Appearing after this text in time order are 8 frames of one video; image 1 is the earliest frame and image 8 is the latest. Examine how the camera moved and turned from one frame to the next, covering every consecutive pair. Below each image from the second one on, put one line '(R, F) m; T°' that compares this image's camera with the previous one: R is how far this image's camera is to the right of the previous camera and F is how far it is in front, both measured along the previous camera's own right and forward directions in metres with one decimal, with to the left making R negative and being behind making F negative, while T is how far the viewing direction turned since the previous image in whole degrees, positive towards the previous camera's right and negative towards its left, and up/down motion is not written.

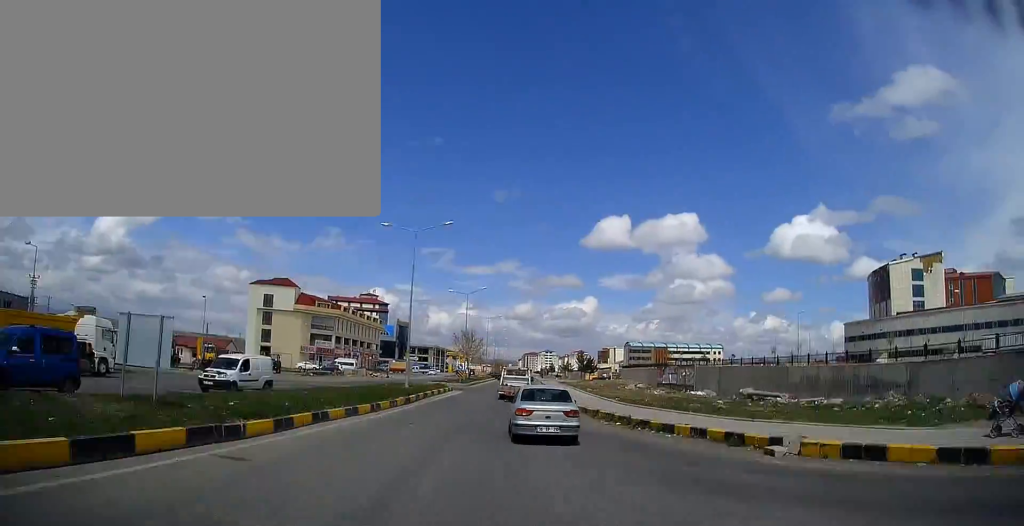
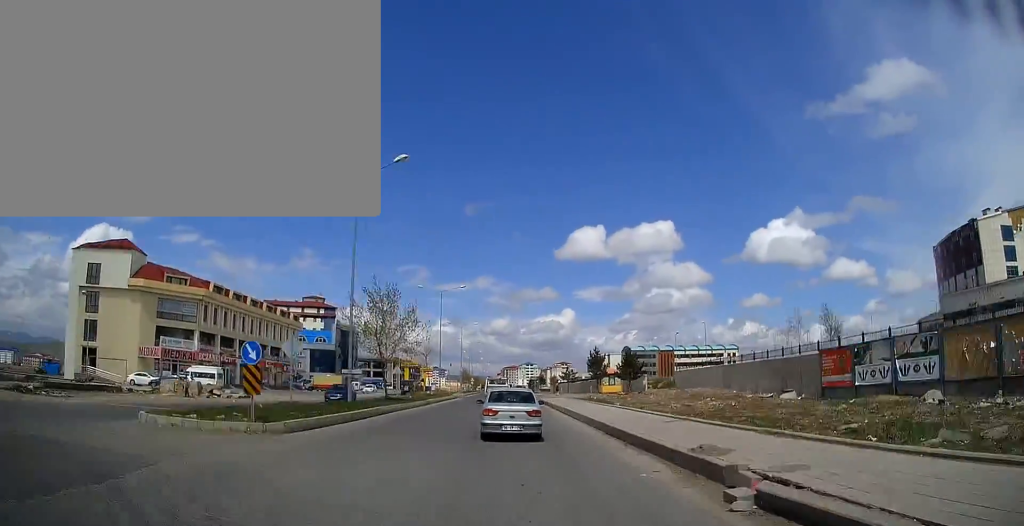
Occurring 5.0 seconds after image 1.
(0.0, +49.3) m; 0°
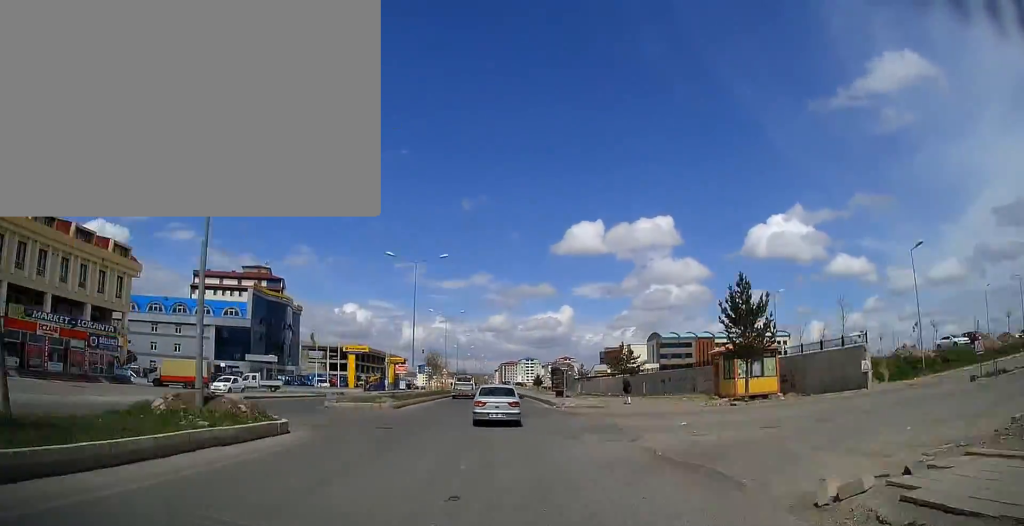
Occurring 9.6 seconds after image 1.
(+0.6, +54.2) m; 0°
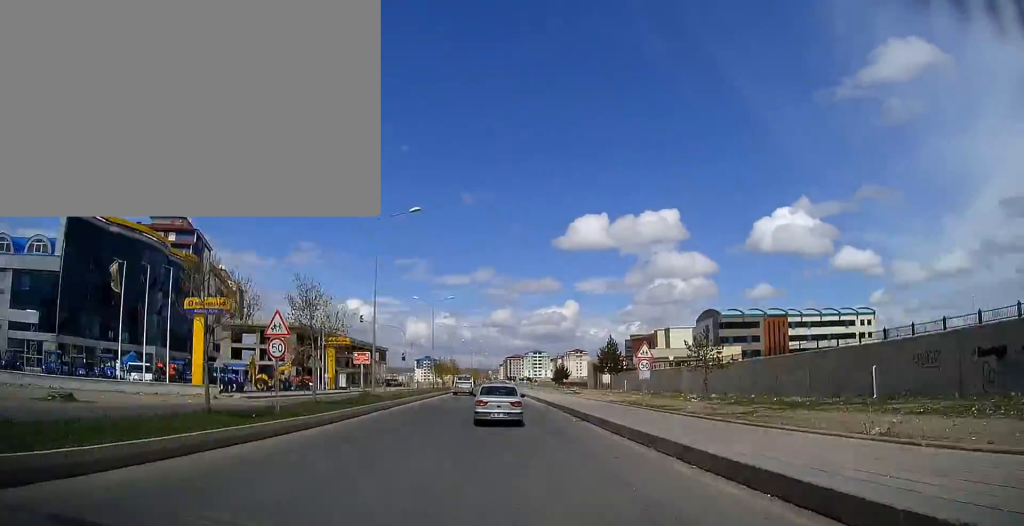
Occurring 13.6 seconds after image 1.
(-0.5, +52.3) m; -1°
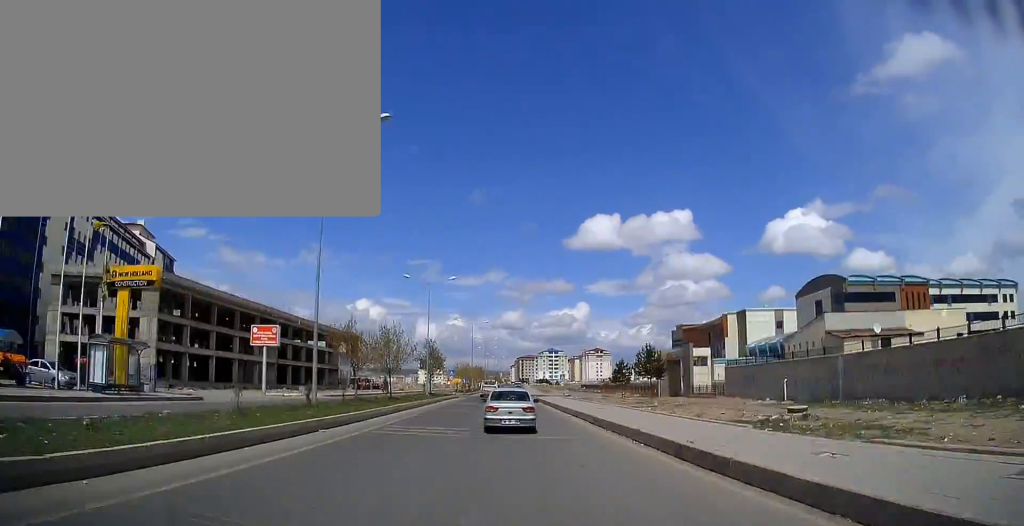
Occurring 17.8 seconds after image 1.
(-0.6, +58.7) m; -1°
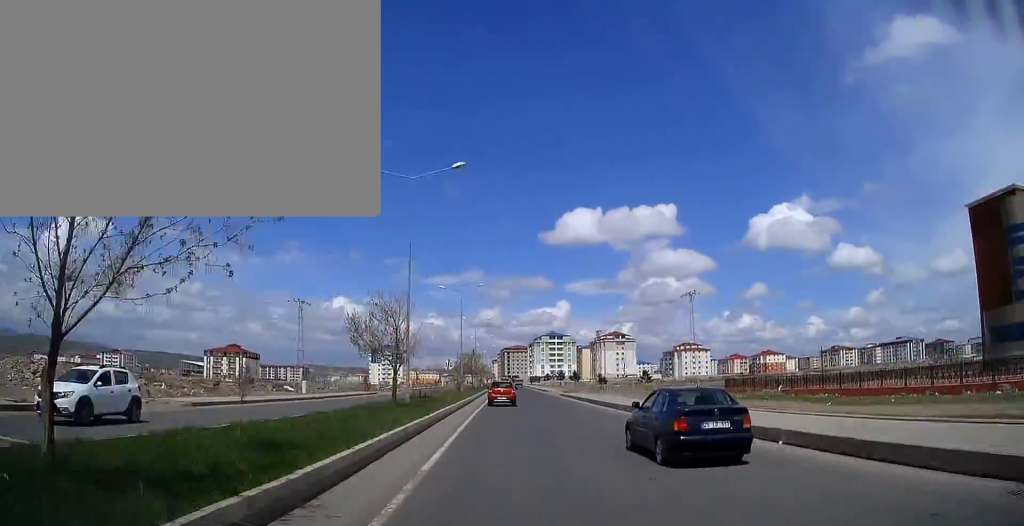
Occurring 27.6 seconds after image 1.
(+2.8, +156.9) m; +2°
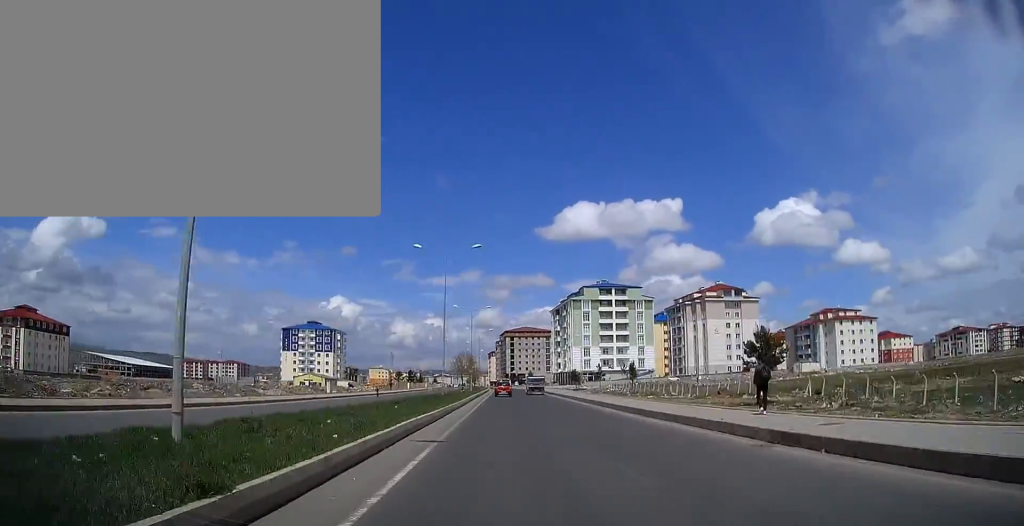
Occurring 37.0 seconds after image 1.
(+0.6, +170.9) m; -1°
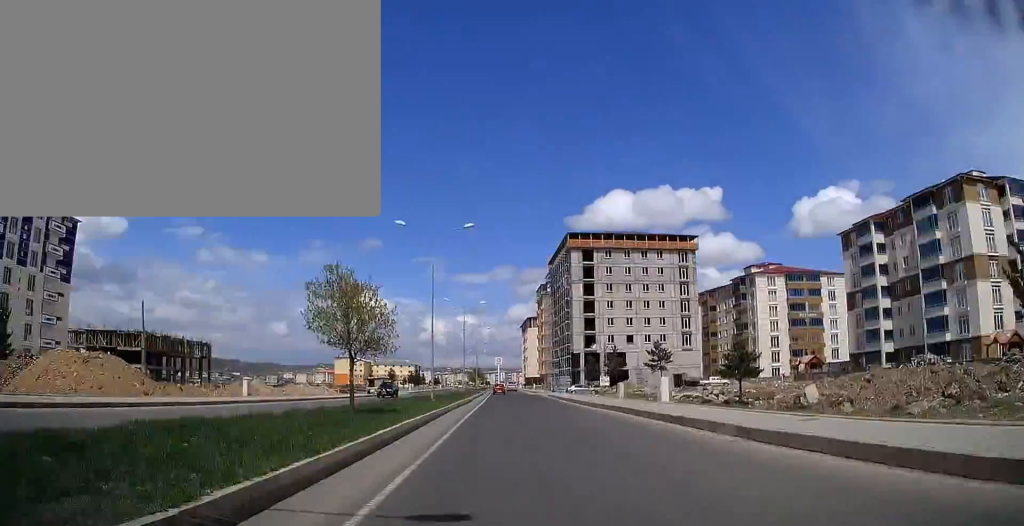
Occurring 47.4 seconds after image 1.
(-5.3, +198.6) m; -3°
